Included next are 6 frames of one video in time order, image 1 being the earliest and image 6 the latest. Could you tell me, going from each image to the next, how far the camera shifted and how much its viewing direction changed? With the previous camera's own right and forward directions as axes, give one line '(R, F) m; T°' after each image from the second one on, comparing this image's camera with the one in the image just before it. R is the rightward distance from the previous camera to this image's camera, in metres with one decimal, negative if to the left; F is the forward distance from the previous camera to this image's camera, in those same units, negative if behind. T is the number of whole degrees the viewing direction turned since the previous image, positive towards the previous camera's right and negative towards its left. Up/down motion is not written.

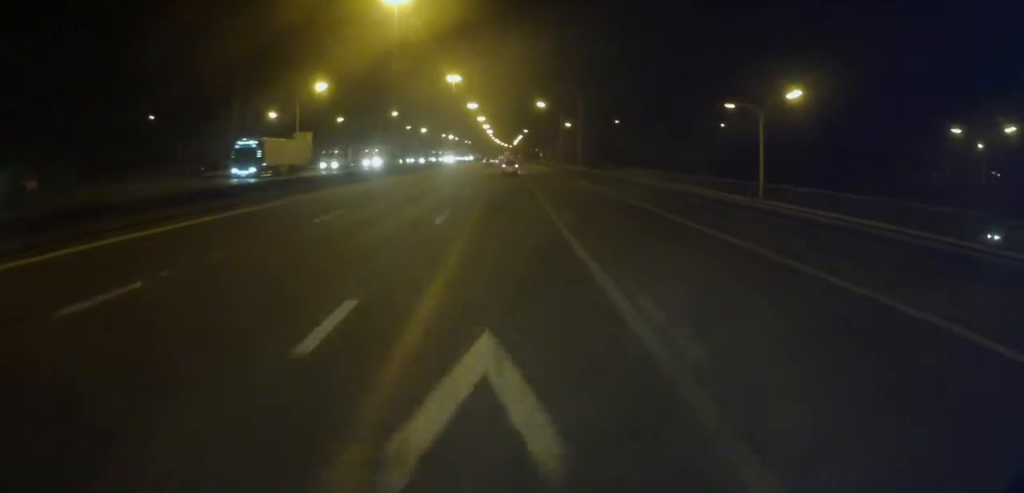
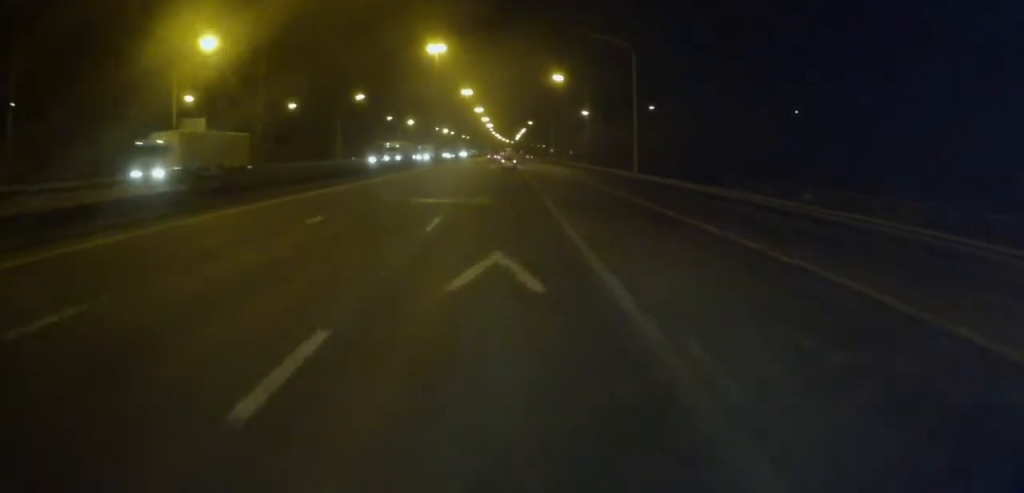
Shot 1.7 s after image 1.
(+0.1, +39.1) m; 0°
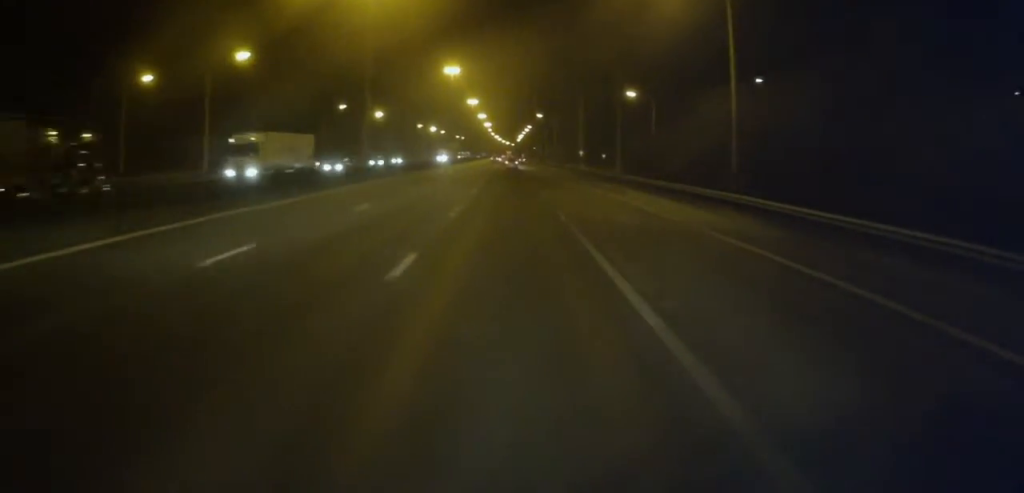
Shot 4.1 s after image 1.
(-0.1, +56.4) m; 0°
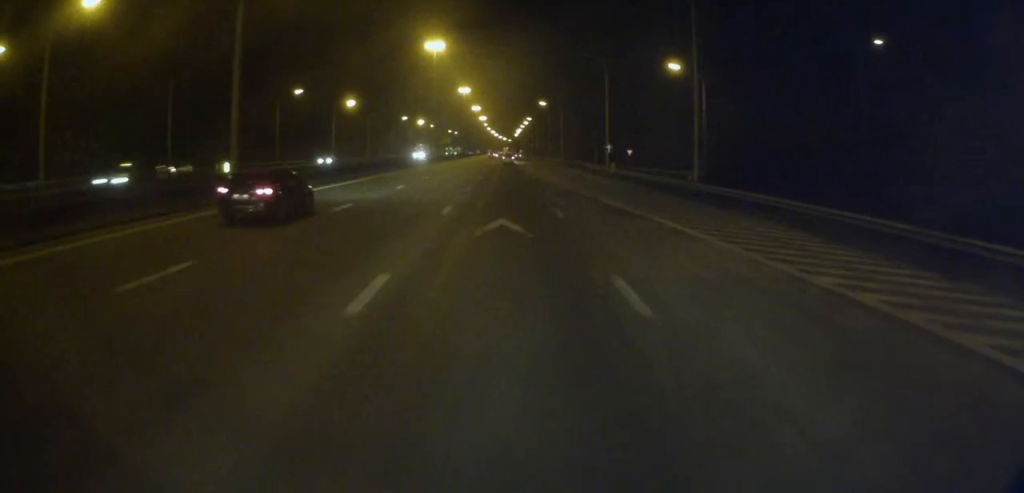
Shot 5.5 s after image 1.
(+0.1, +32.8) m; -1°
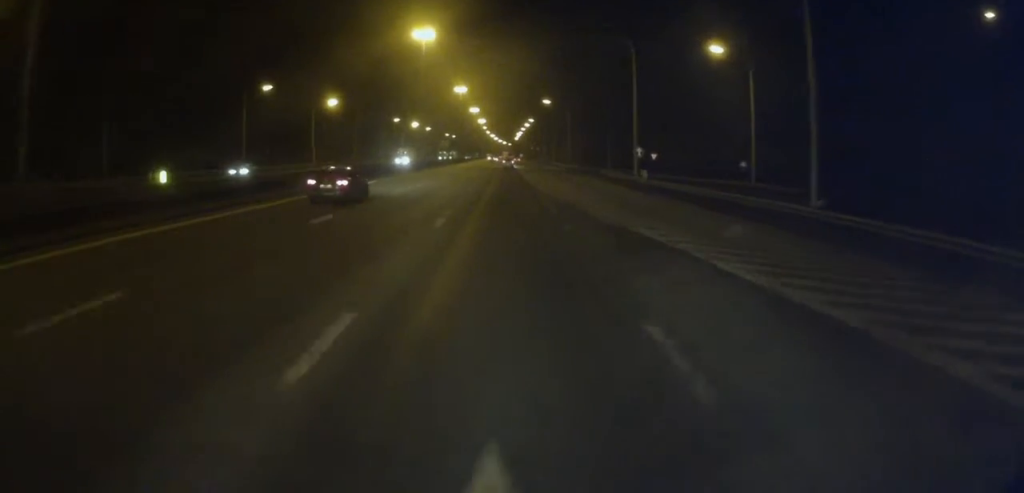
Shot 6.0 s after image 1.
(-0.2, +12.5) m; 0°
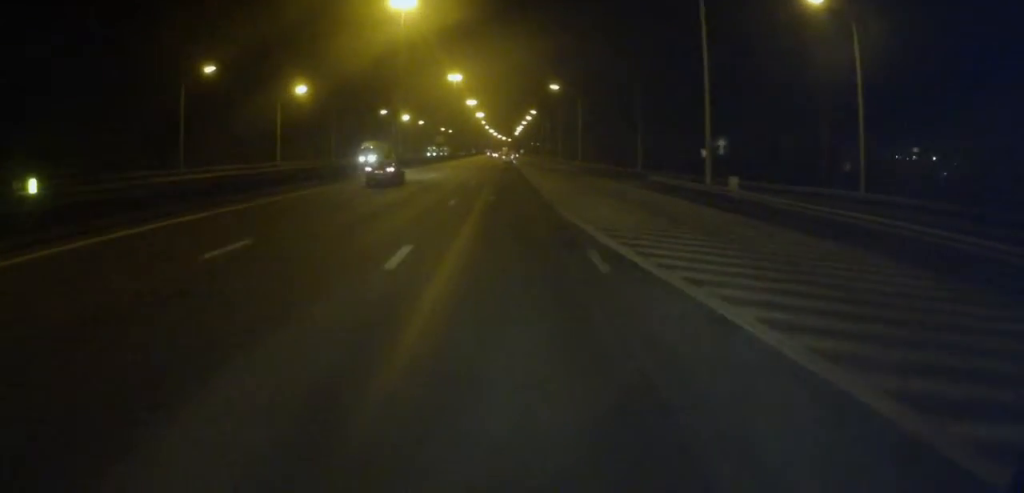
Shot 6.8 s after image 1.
(+0.1, +19.6) m; 0°
